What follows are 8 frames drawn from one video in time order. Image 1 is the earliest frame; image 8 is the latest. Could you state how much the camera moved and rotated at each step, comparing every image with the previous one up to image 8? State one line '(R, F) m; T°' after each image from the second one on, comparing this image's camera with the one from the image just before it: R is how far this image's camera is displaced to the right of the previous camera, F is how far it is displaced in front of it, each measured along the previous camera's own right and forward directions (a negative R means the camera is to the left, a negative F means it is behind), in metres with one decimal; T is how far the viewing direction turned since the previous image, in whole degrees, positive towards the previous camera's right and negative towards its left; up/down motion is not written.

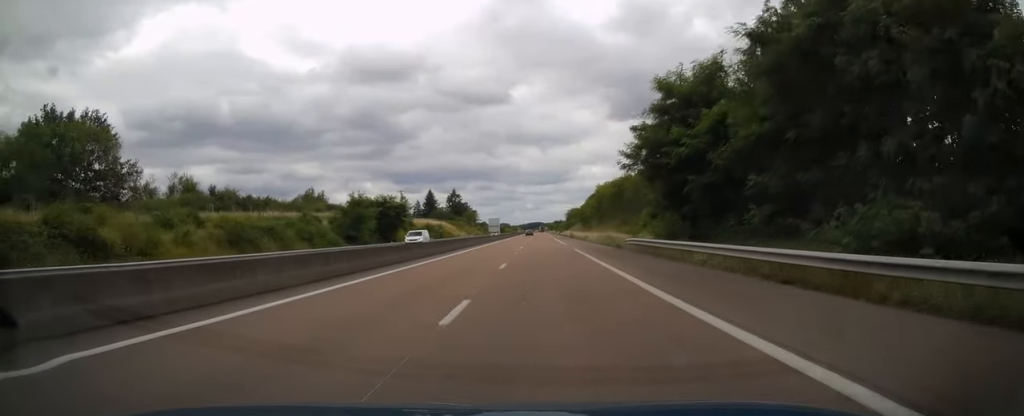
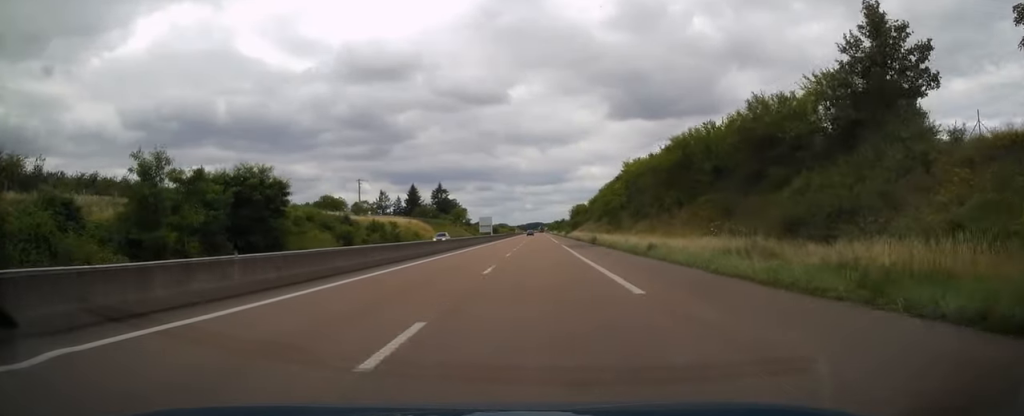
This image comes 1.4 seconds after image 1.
(+0.1, +41.6) m; 0°
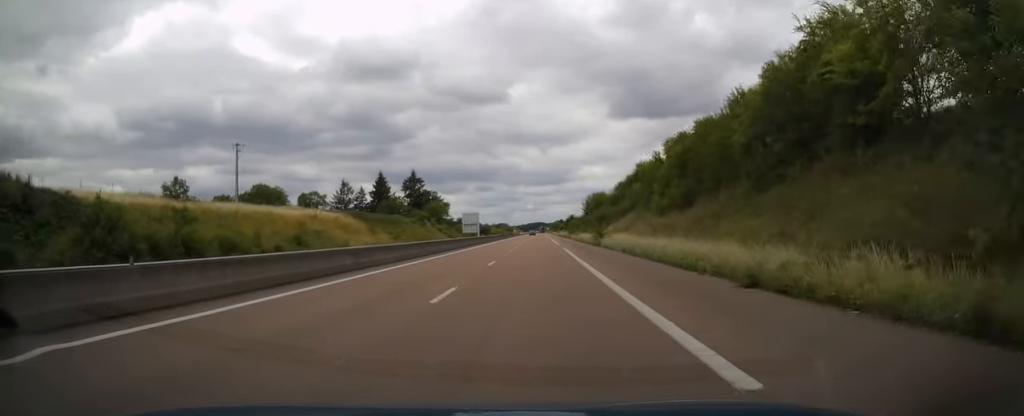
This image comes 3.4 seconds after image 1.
(+0.5, +59.1) m; +1°
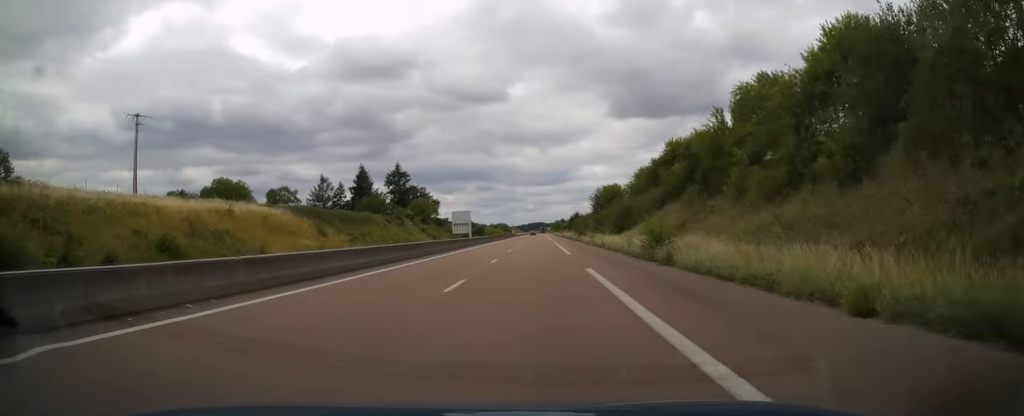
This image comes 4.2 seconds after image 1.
(0.0, +23.4) m; 0°
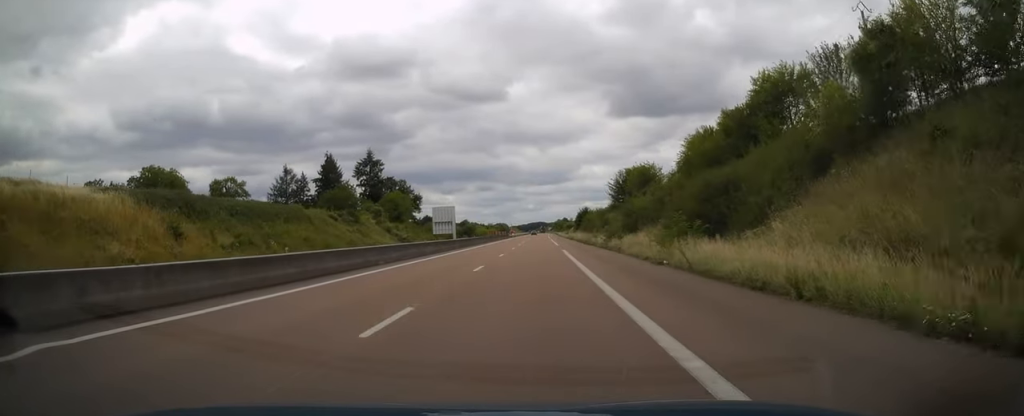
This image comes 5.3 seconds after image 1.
(-0.3, +31.7) m; -1°
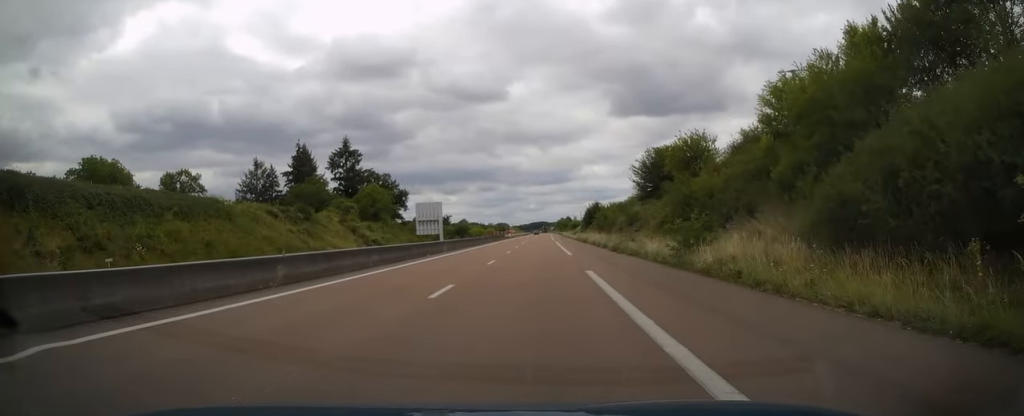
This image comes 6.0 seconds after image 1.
(0.0, +21.0) m; 0°
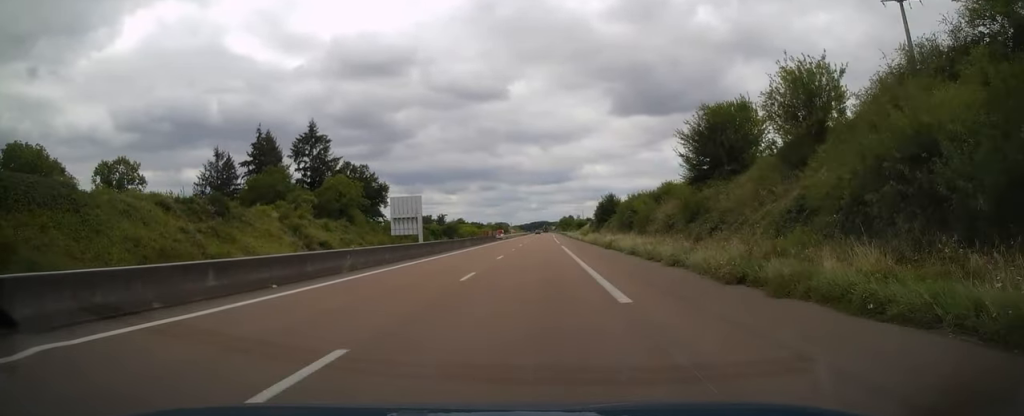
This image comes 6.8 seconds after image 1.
(0.0, +21.4) m; 0°
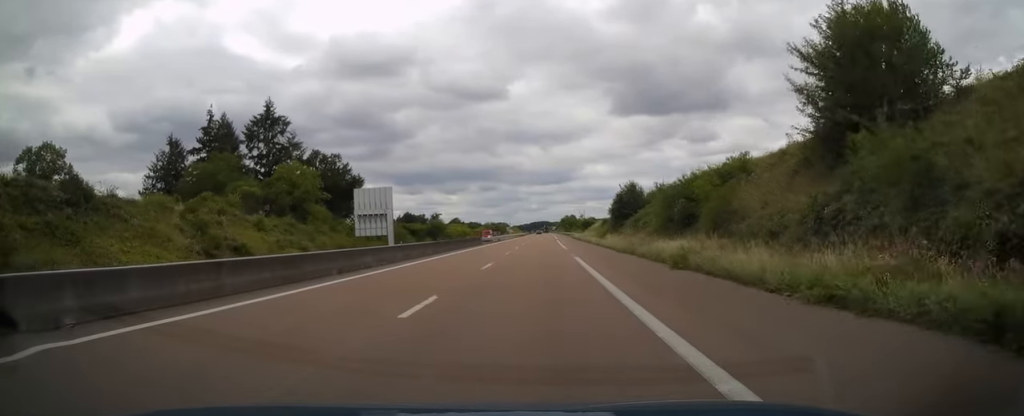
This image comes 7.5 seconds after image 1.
(0.0, +20.0) m; 0°
